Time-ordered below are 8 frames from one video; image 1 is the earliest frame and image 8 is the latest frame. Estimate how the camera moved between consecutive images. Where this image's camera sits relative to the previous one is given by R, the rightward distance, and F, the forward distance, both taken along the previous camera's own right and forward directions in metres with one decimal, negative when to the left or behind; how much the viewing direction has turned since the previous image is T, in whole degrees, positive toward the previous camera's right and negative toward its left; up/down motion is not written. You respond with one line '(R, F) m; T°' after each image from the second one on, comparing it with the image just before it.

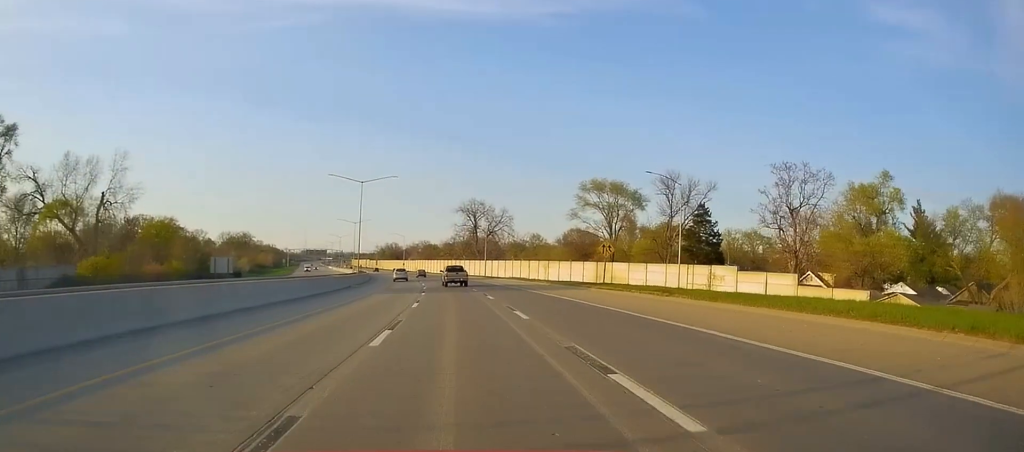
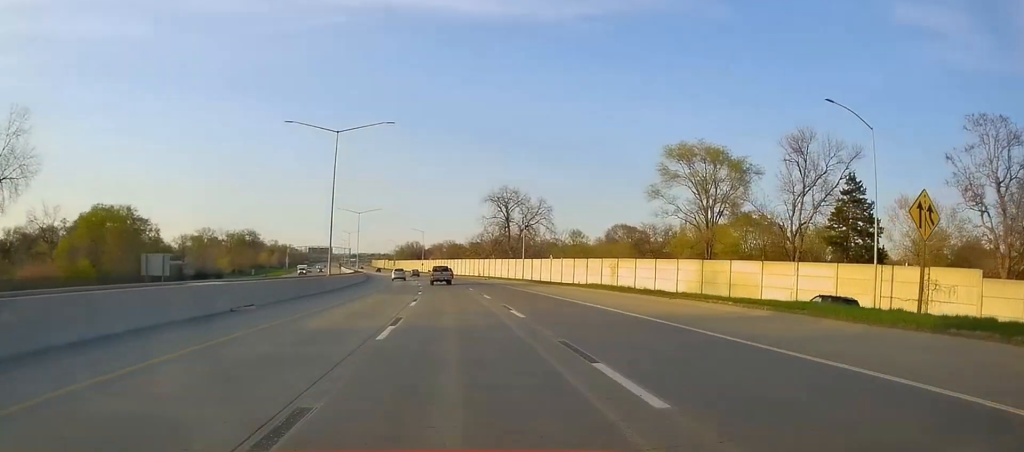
(+0.3, +35.9) m; -1°
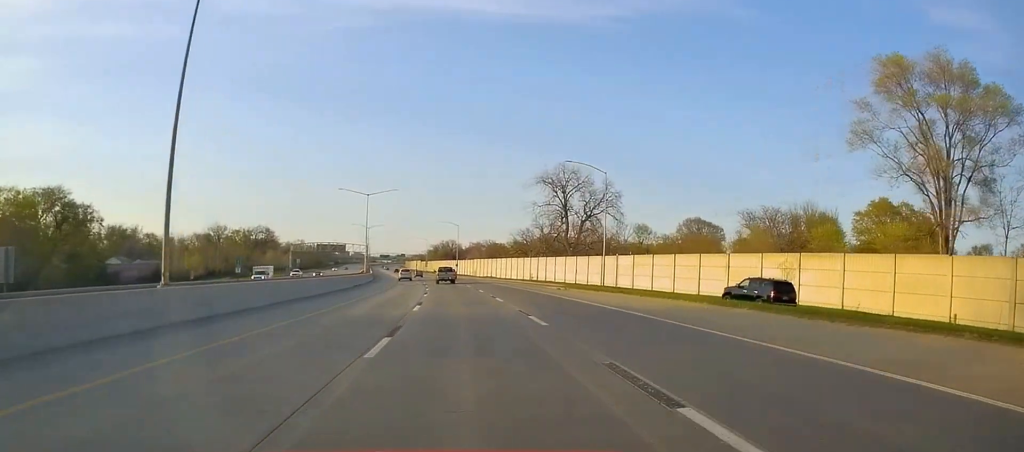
(-1.2, +39.3) m; -4°
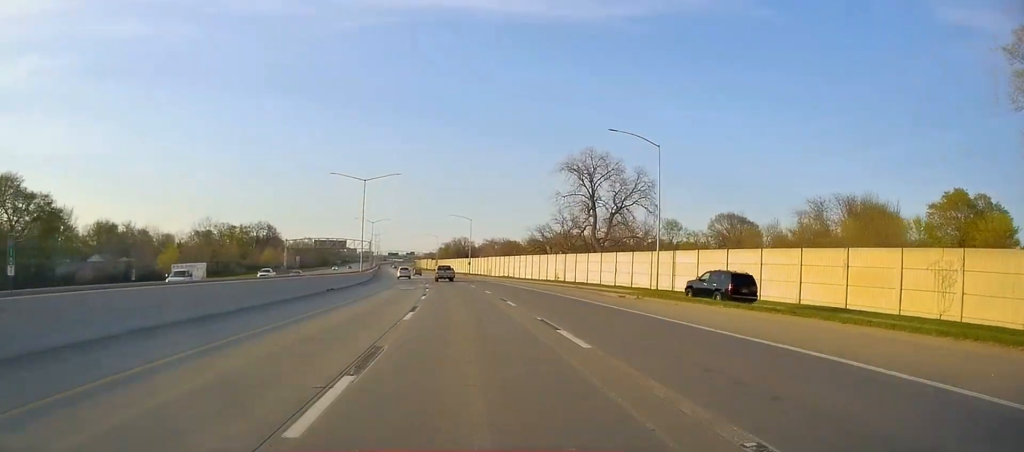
(-0.4, +16.7) m; -1°
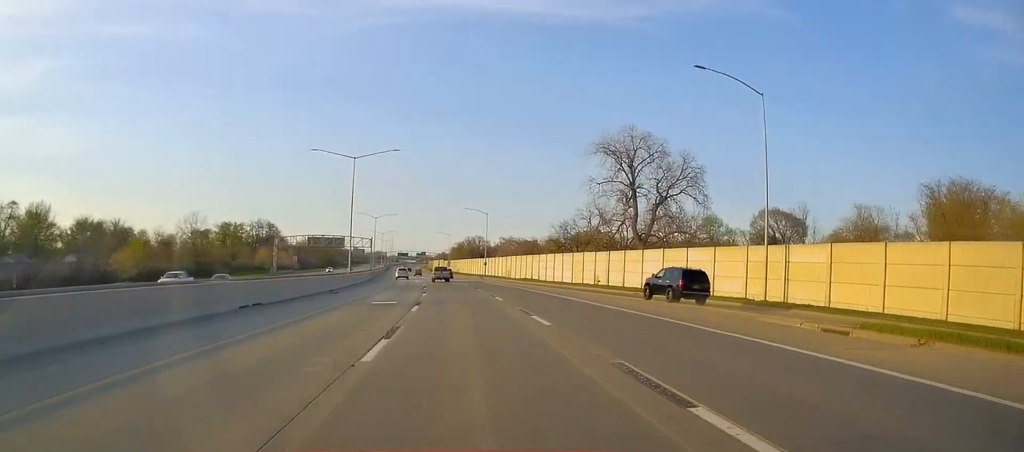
(-0.3, +20.1) m; -1°
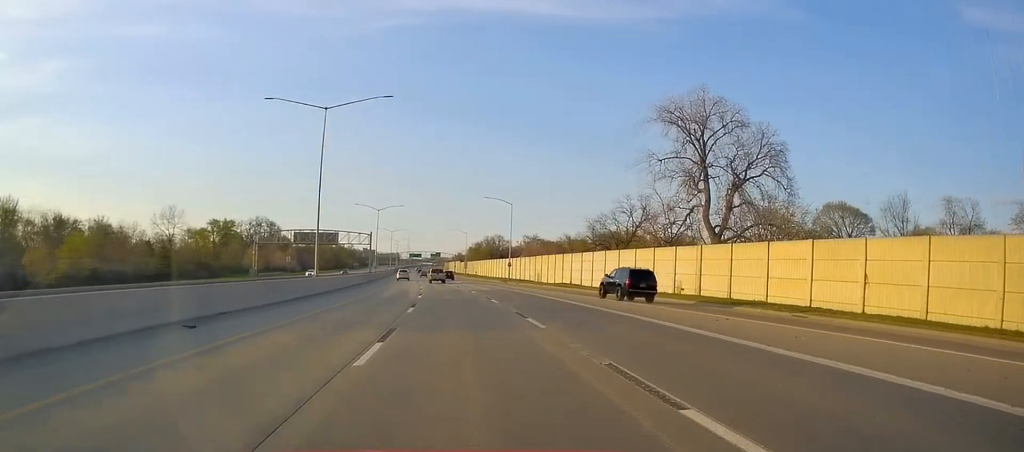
(0.0, +24.5) m; -1°
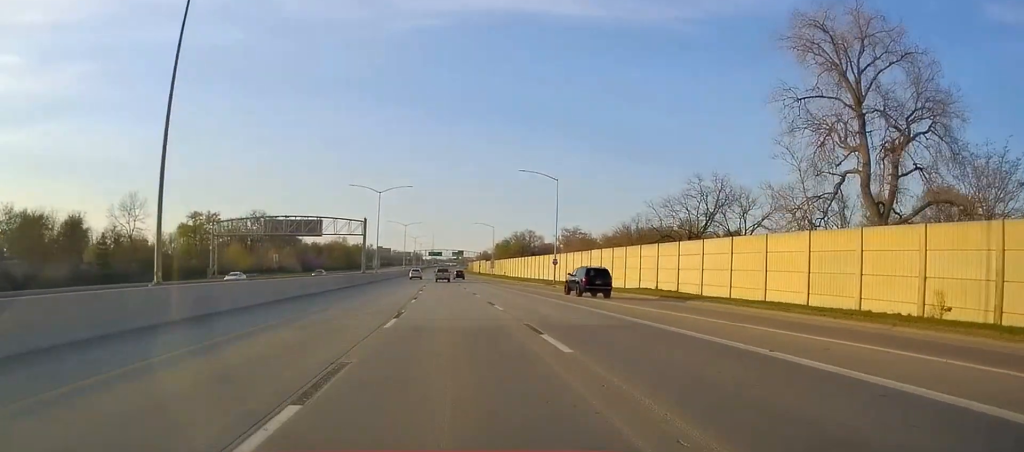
(-0.6, +30.3) m; -3°
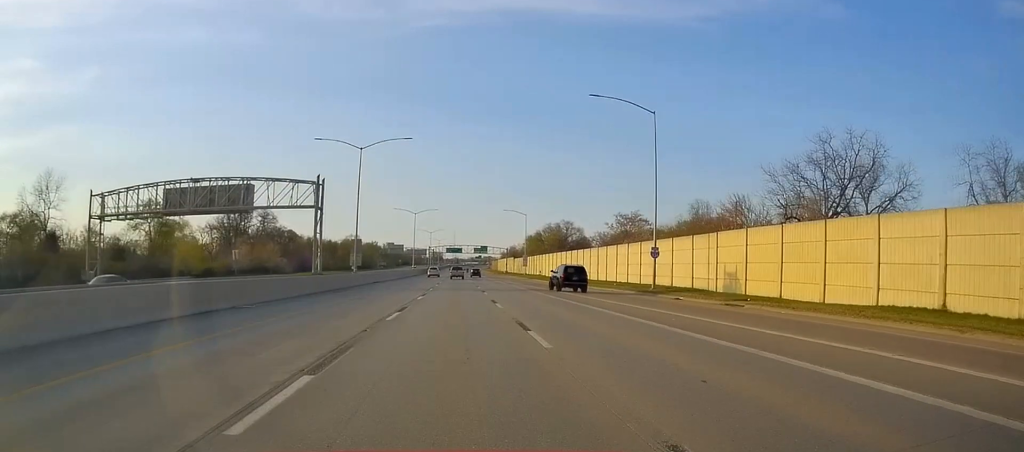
(-0.9, +35.9) m; -2°
